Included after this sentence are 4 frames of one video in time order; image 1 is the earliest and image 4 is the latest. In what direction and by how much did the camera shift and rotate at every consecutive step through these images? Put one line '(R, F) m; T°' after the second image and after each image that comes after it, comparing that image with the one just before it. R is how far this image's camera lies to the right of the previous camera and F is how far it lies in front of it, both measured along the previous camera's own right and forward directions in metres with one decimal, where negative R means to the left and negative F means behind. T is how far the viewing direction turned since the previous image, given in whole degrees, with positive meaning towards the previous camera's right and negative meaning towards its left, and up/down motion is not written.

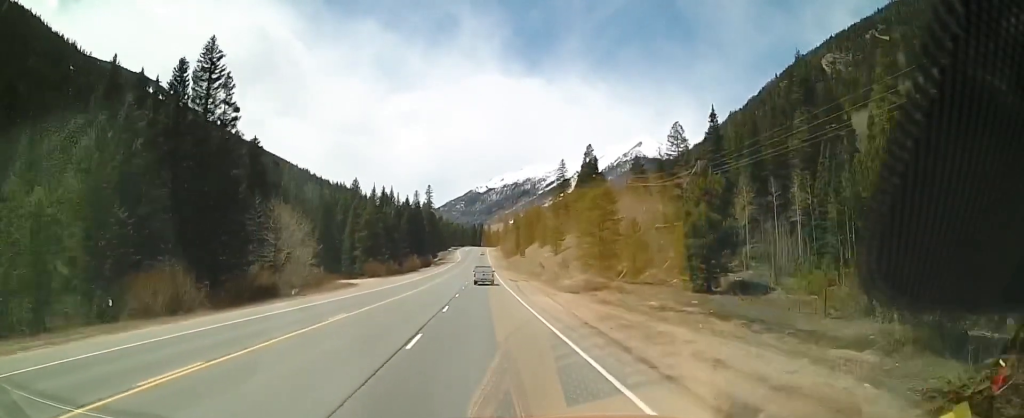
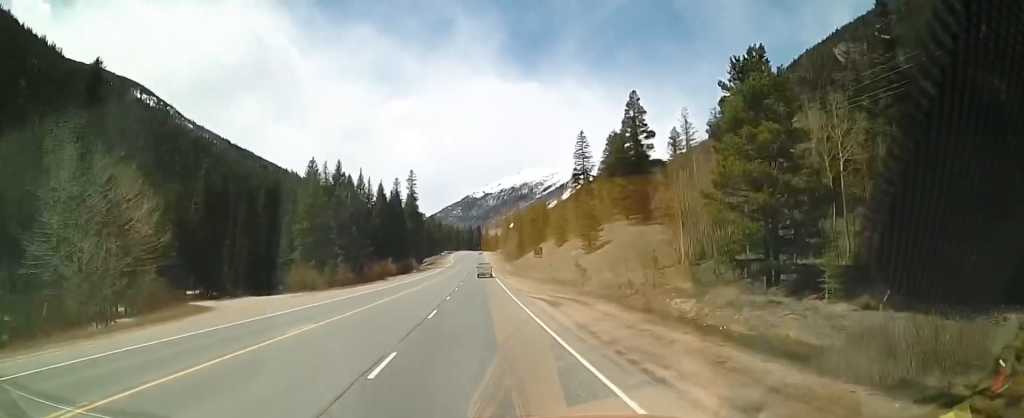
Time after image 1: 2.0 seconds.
(+0.1, +39.8) m; 0°
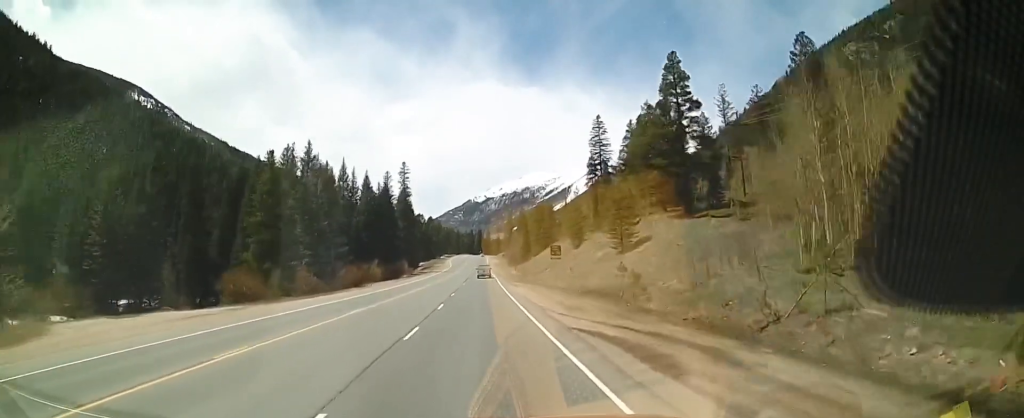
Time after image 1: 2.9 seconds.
(0.0, +17.8) m; 0°
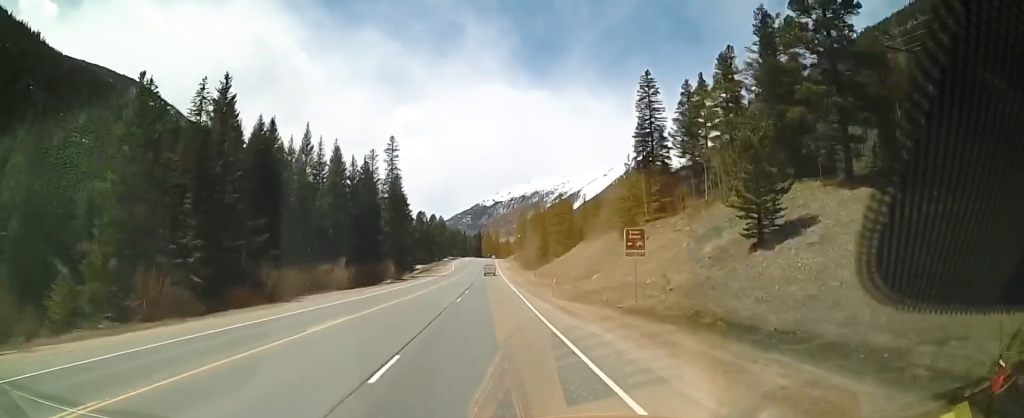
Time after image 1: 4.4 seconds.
(-0.1, +30.0) m; -1°
